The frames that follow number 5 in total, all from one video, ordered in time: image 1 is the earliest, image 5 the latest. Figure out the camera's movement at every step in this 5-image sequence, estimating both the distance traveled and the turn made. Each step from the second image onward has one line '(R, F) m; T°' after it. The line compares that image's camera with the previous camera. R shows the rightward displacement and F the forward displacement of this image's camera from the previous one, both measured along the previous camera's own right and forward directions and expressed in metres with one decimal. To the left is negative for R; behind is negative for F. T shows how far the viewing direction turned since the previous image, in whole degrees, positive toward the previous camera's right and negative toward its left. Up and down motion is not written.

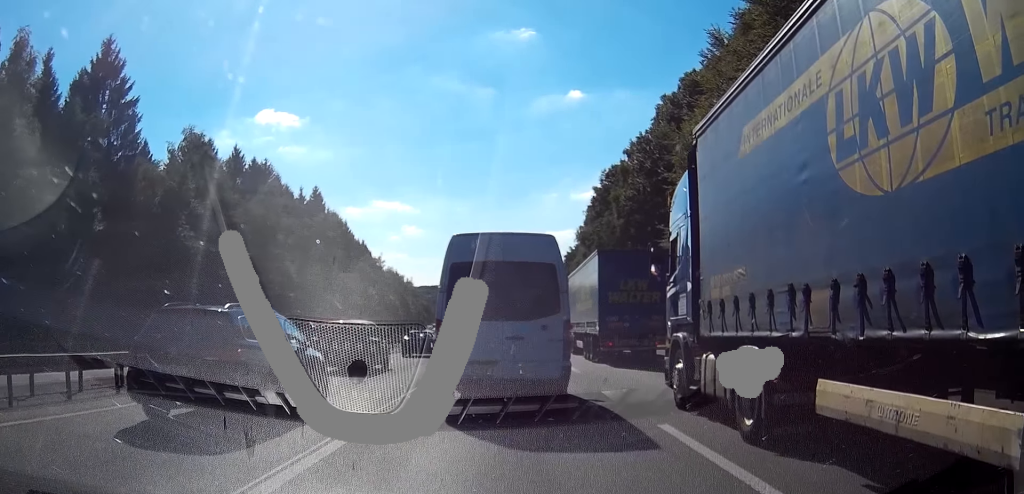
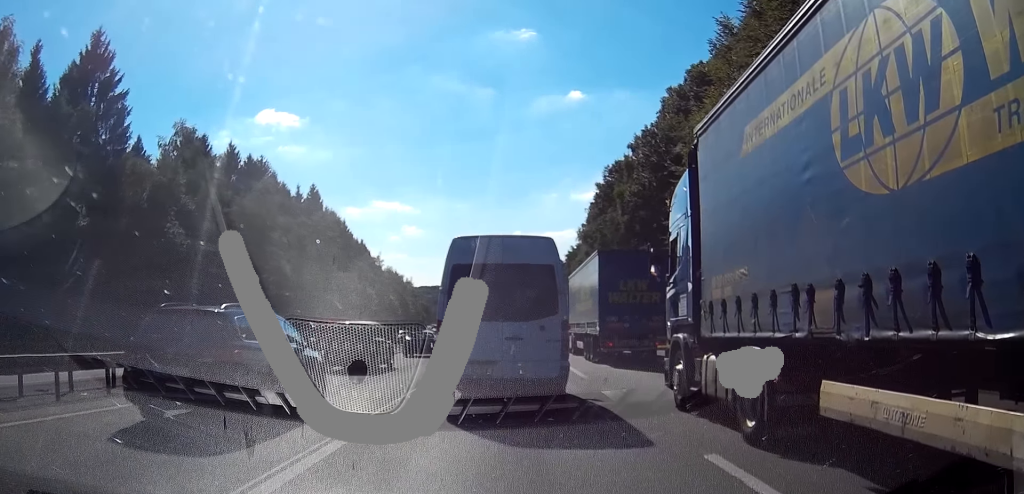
(0.0, +2.7) m; 0°
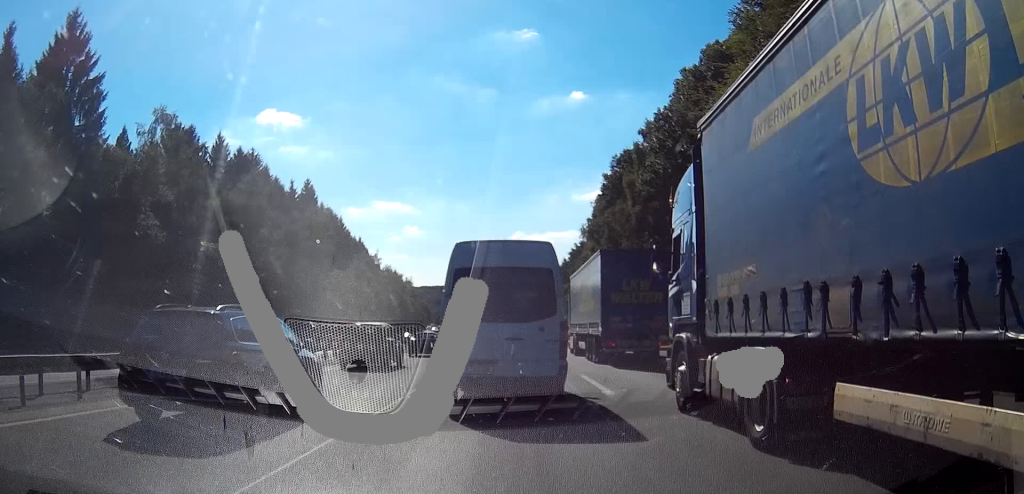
(+0.1, +6.0) m; 0°
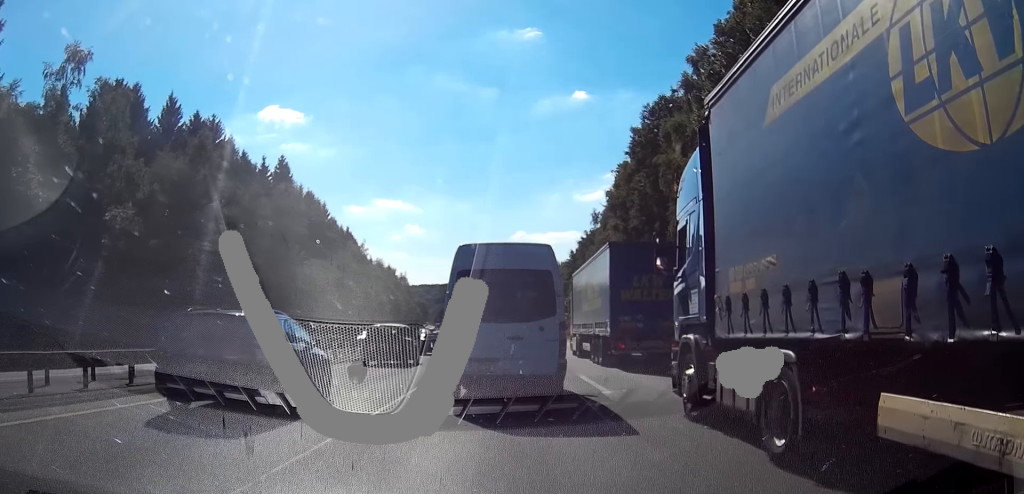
(+0.6, +19.4) m; +6°
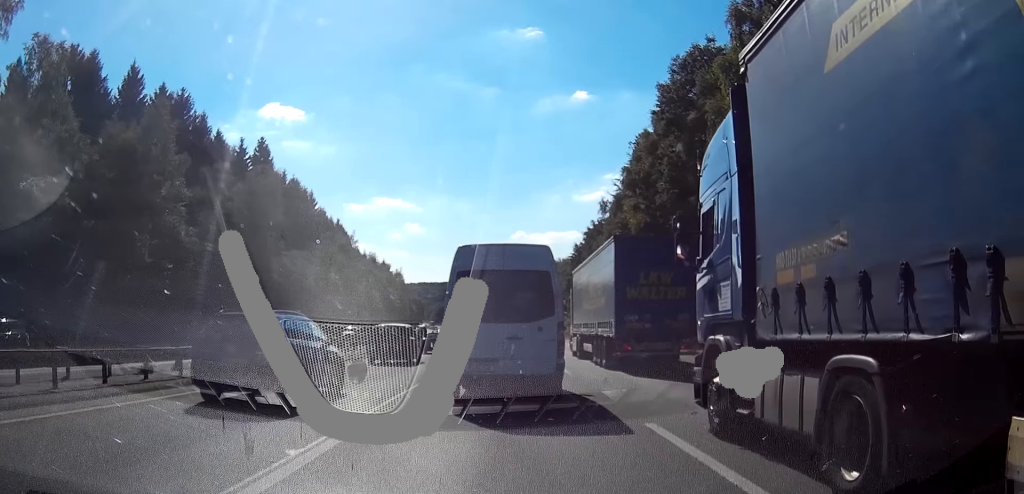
(+0.1, +11.7) m; -3°
